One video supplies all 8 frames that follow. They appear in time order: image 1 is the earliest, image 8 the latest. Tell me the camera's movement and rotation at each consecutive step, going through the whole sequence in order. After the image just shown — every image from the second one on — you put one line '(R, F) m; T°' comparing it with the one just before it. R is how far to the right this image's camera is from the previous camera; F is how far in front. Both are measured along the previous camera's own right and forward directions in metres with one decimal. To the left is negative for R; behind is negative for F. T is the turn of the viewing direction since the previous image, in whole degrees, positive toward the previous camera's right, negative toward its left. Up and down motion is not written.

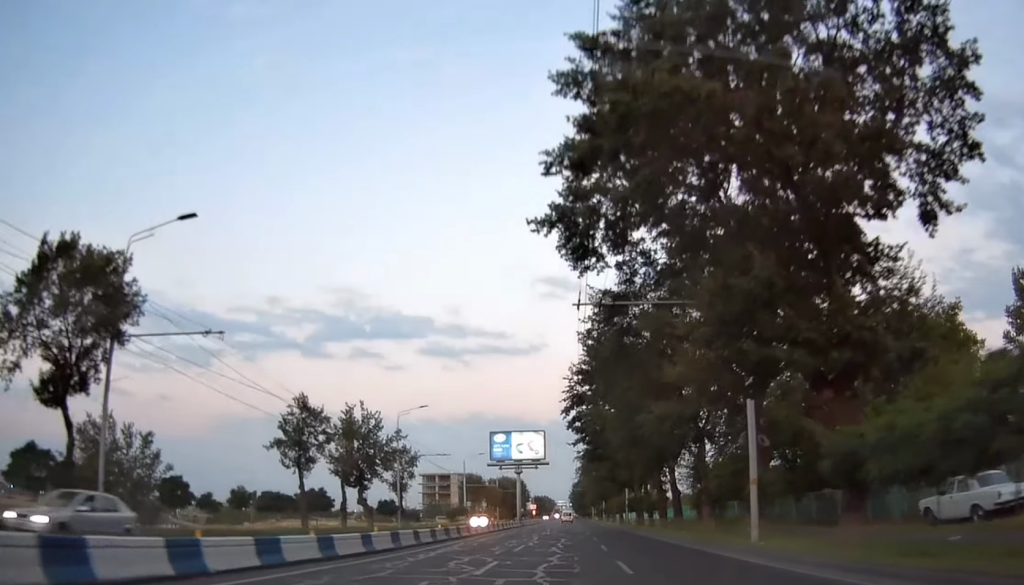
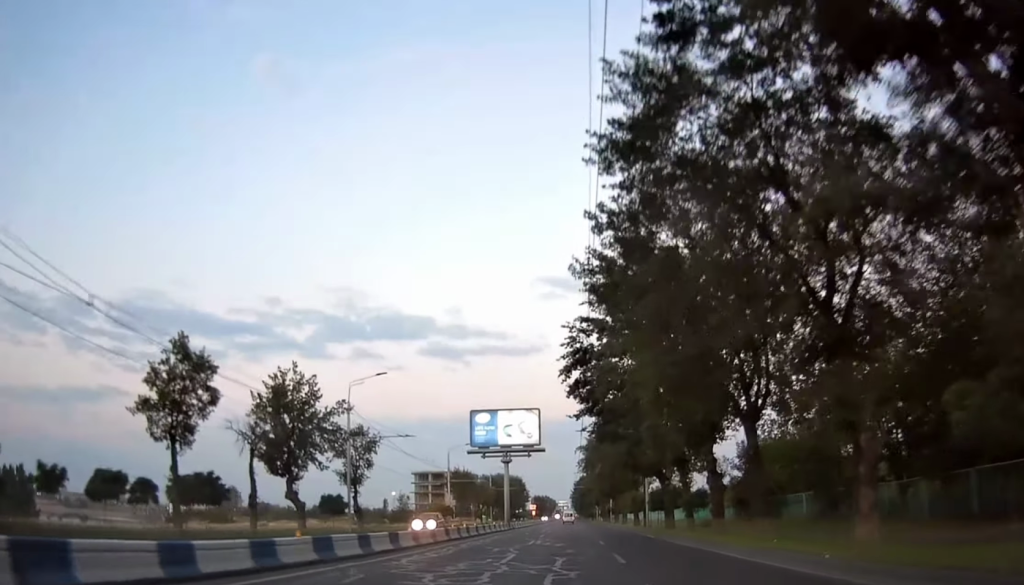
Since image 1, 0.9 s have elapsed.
(0.0, +16.3) m; -1°
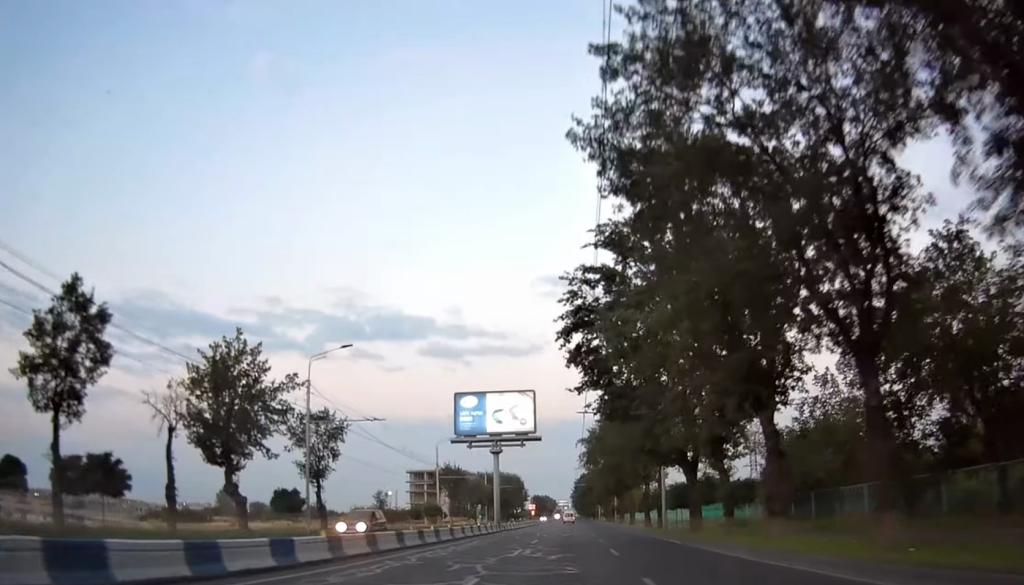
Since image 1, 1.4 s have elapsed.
(-0.1, +8.7) m; 0°
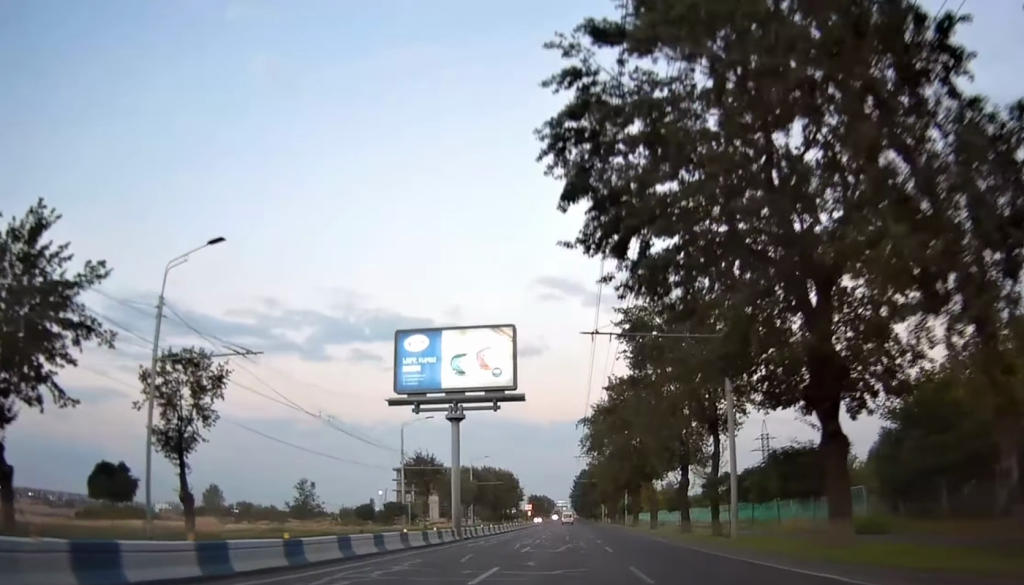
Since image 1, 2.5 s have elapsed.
(0.0, +18.3) m; 0°
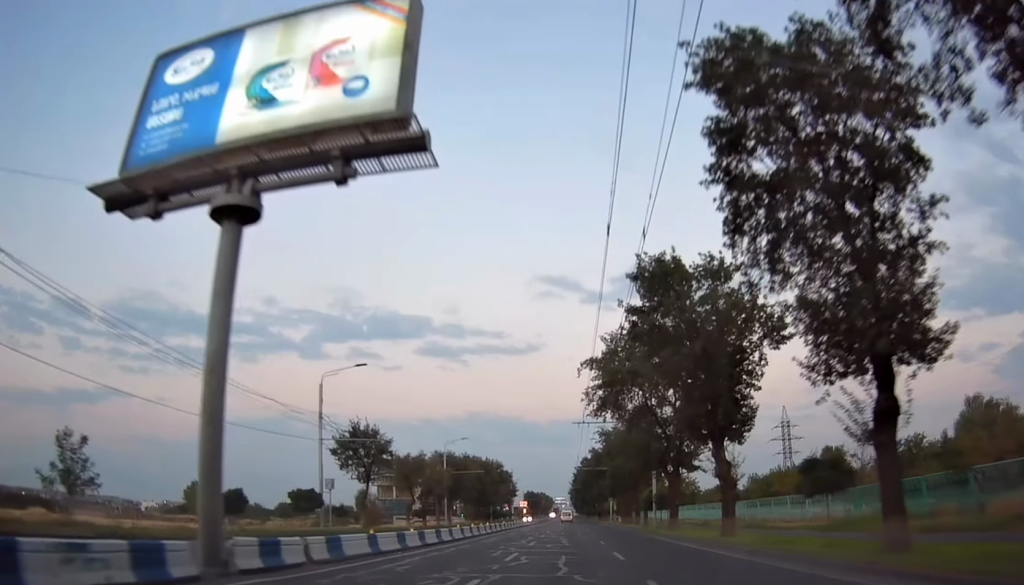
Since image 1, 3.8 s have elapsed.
(+0.2, +23.9) m; 0°
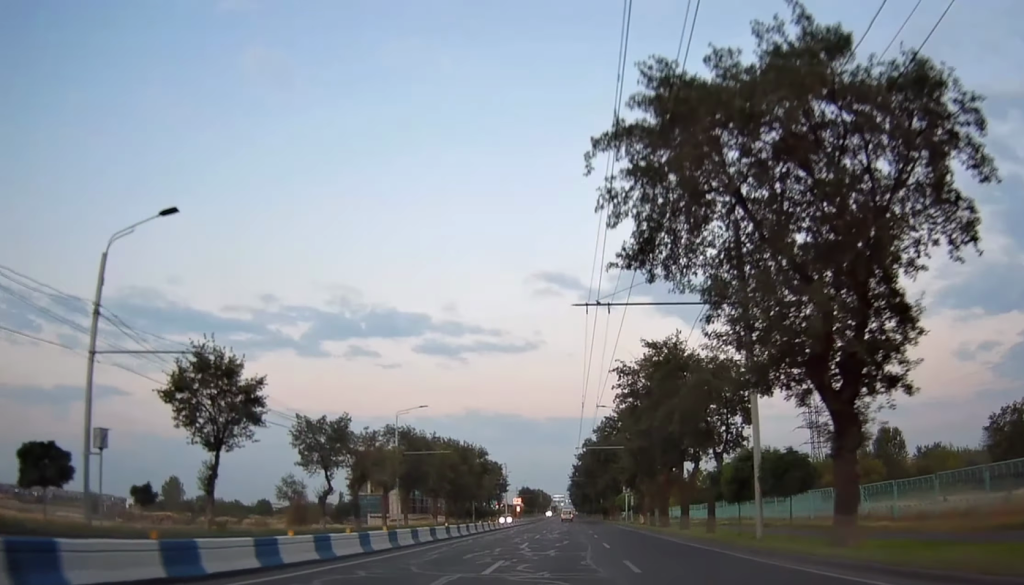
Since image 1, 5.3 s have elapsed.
(-0.1, +25.9) m; -1°
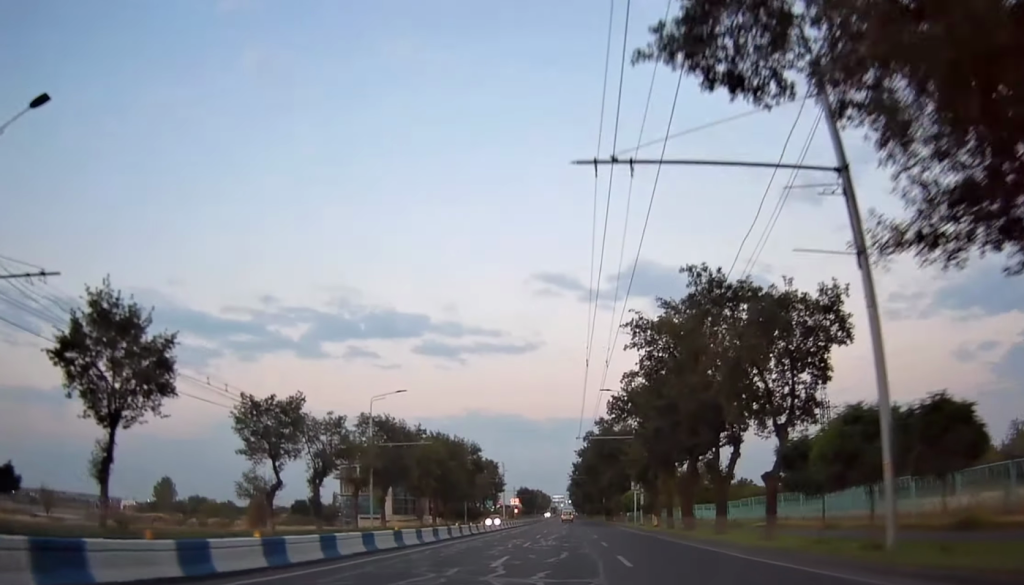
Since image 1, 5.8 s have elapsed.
(-0.1, +9.0) m; 0°
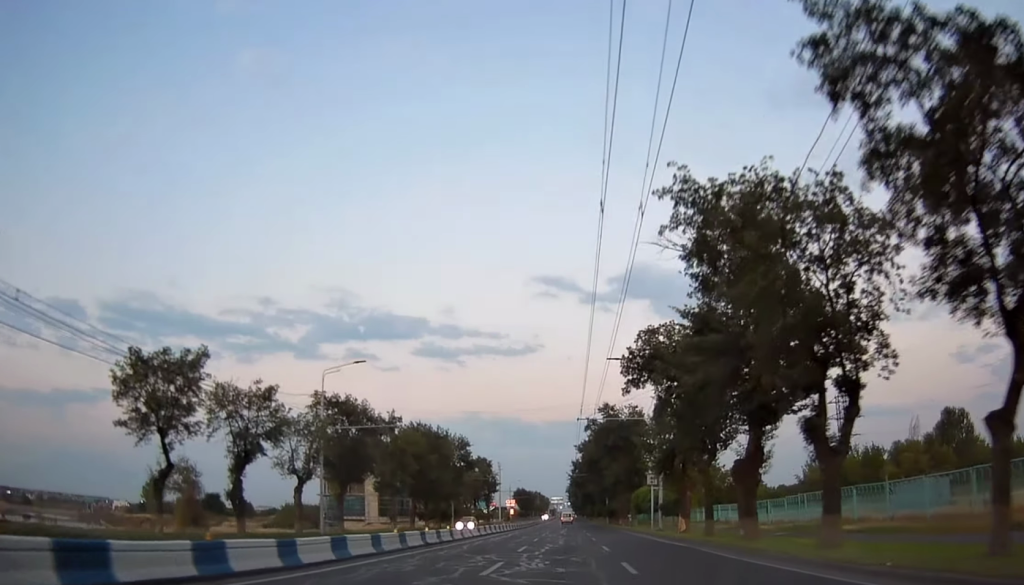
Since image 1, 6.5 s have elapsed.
(+0.1, +12.2) m; 0°
